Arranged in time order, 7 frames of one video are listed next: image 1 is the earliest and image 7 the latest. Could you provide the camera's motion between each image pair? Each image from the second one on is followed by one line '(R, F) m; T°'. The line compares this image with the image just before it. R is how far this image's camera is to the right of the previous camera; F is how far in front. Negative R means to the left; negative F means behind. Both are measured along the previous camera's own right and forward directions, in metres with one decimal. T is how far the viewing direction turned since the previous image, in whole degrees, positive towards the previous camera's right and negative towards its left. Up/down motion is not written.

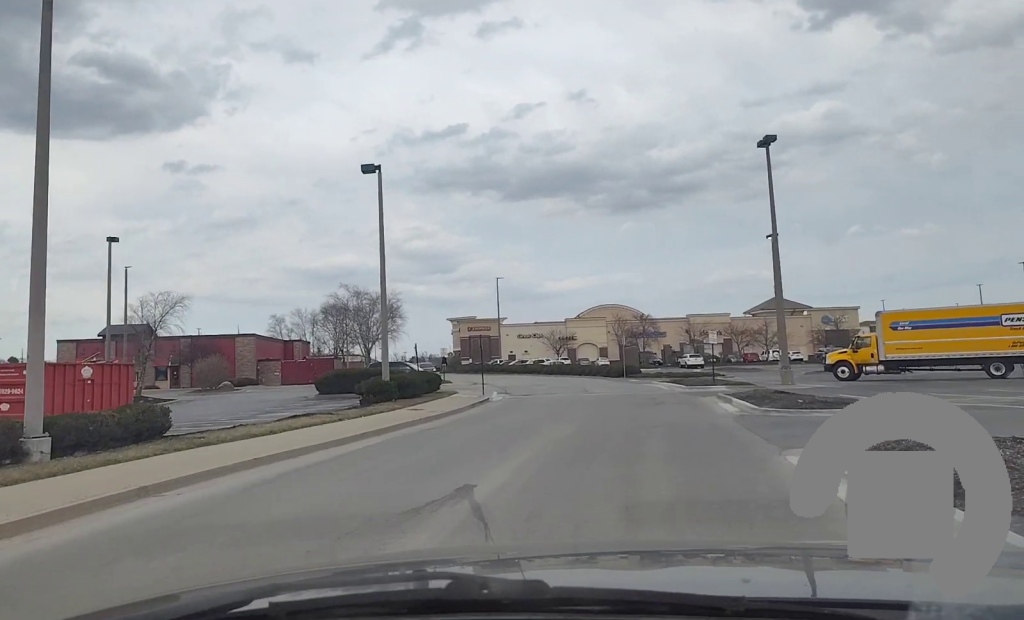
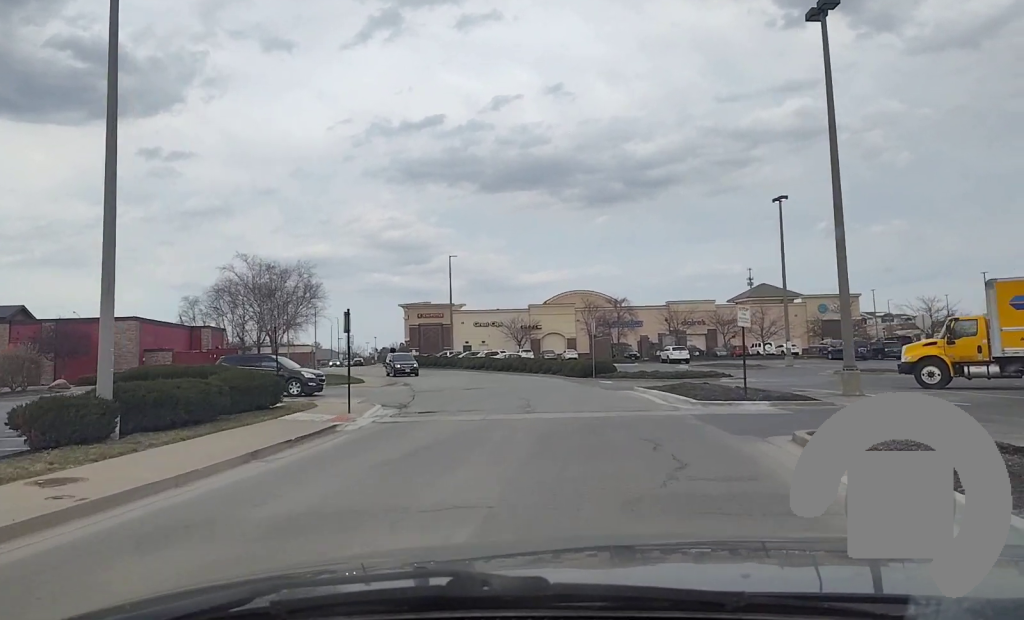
(+0.1, +18.0) m; +1°
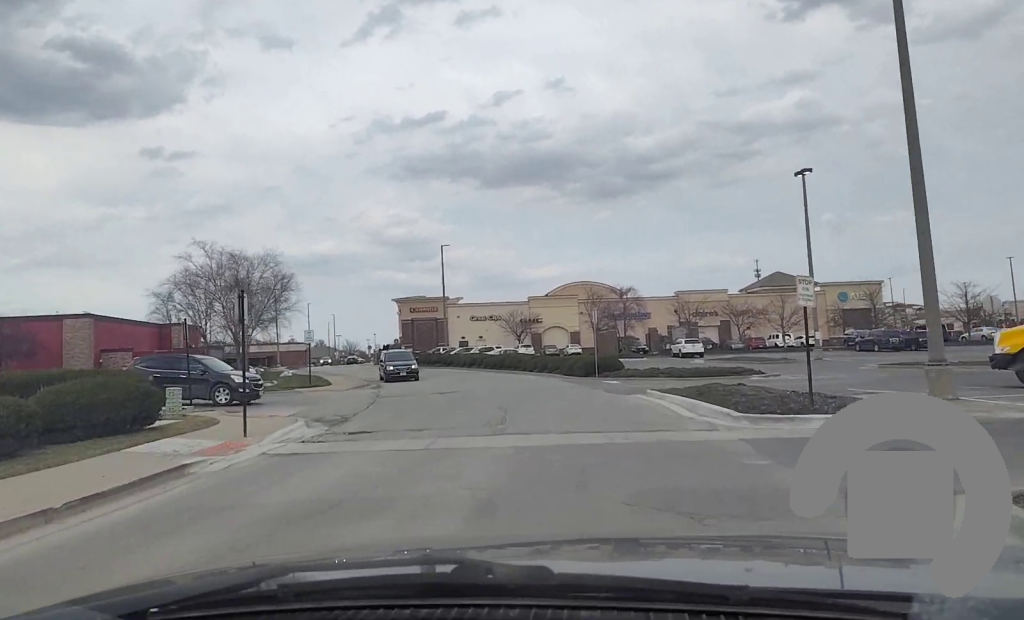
(+0.1, +7.1) m; 0°
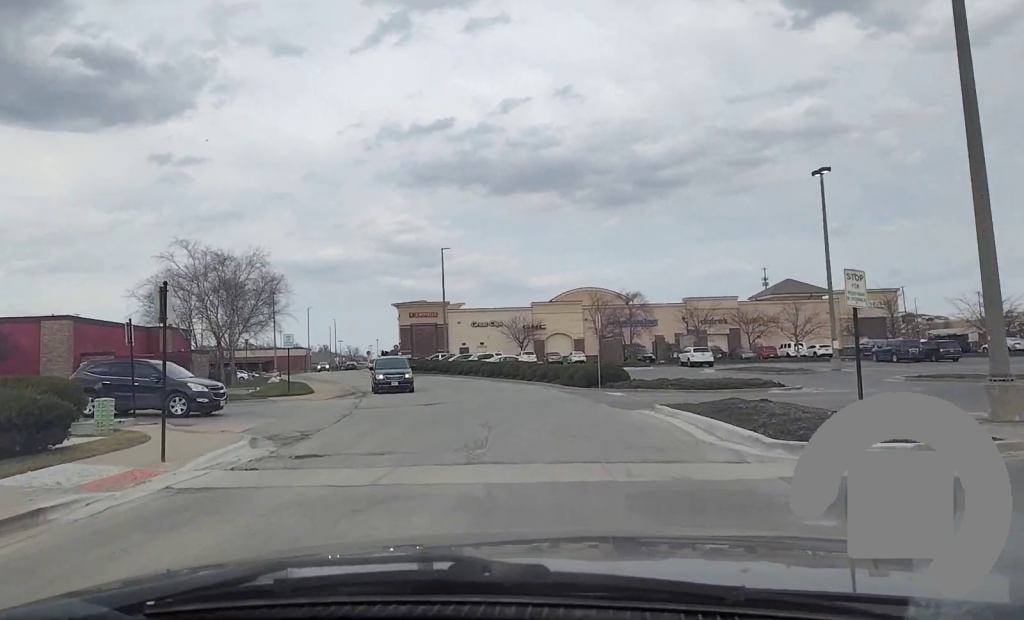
(0.0, +3.1) m; -1°
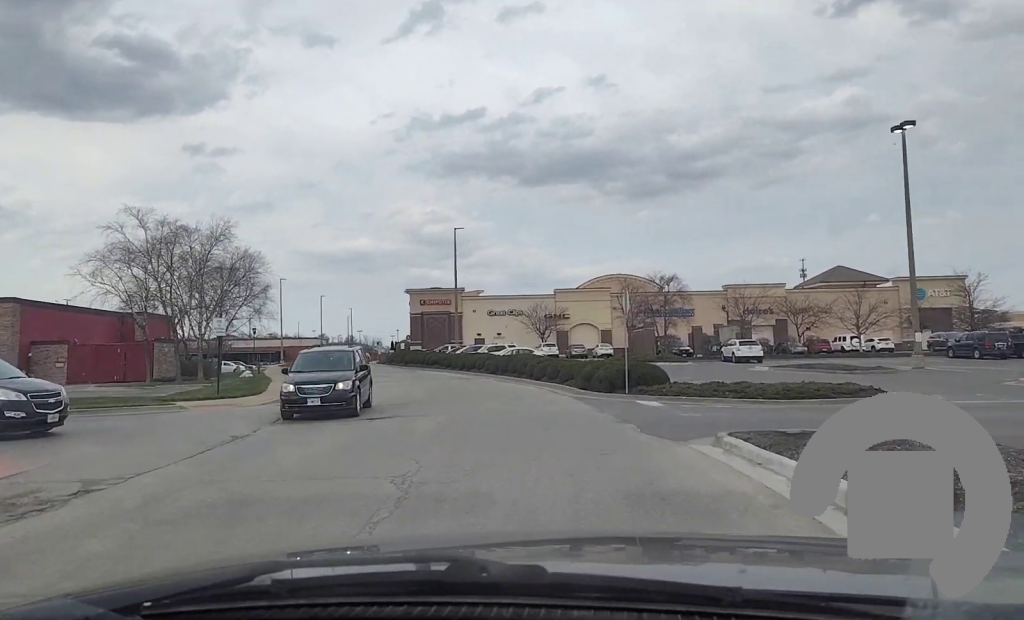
(-0.2, +9.1) m; -2°
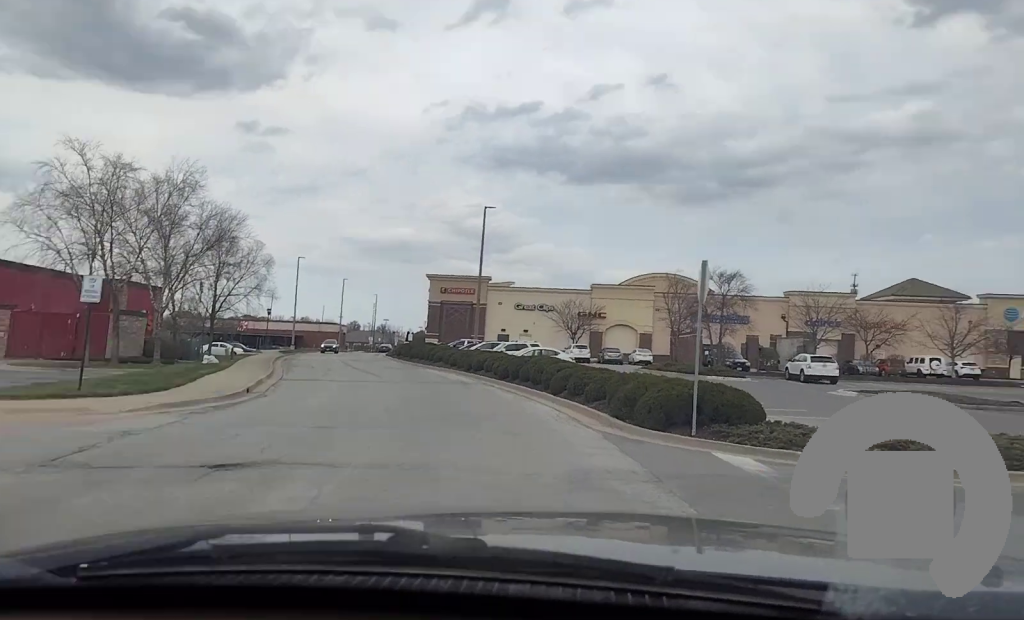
(-0.3, +9.6) m; -5°
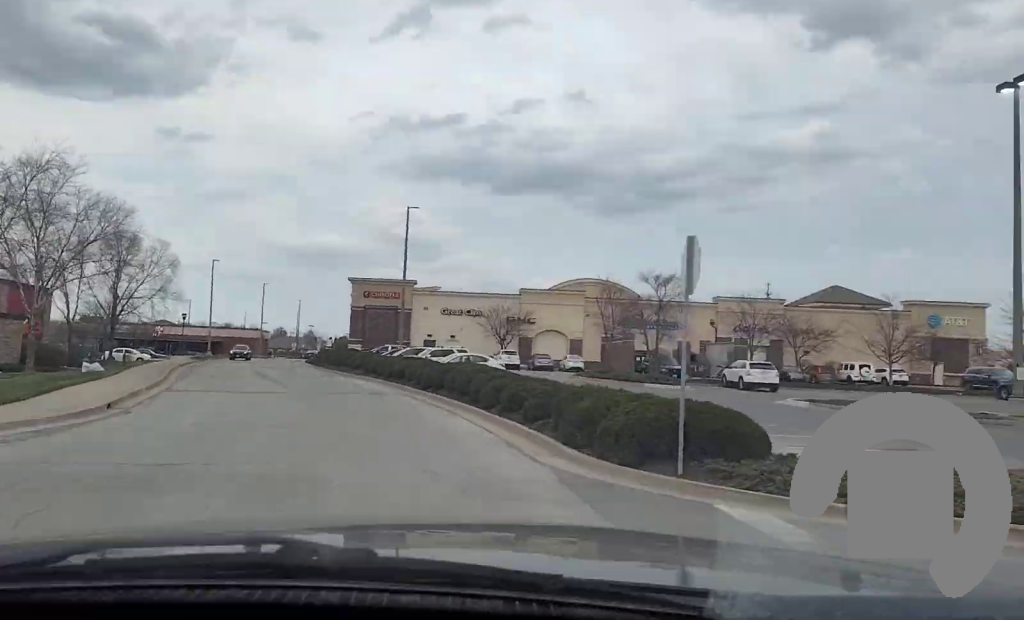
(-0.1, +4.4) m; -3°
